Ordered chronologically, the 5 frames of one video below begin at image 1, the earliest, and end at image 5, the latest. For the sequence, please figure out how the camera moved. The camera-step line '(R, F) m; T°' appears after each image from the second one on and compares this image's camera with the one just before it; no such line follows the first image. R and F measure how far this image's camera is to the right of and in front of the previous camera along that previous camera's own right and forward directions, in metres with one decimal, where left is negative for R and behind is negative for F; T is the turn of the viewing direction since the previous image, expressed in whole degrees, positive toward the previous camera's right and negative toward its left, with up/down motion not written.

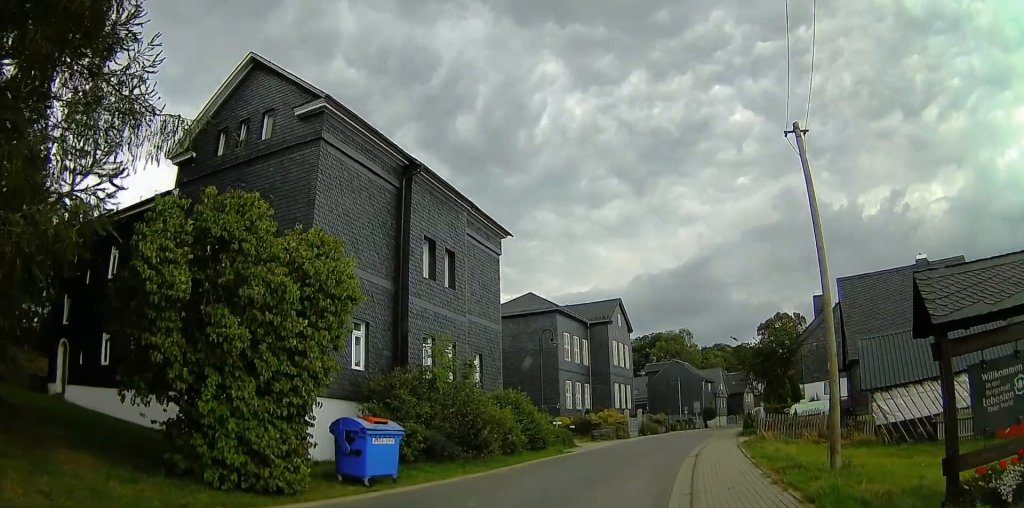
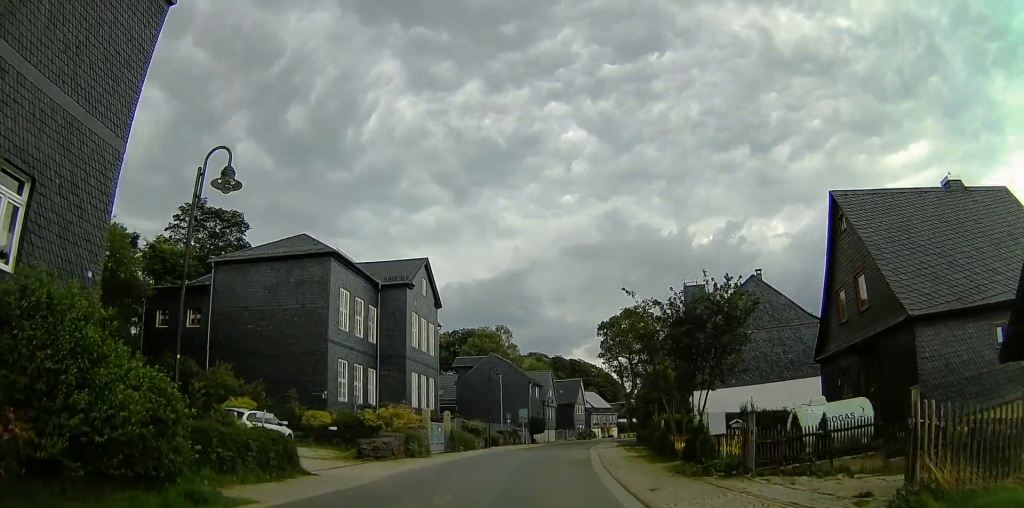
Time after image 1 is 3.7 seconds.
(-2.6, +18.8) m; +2°
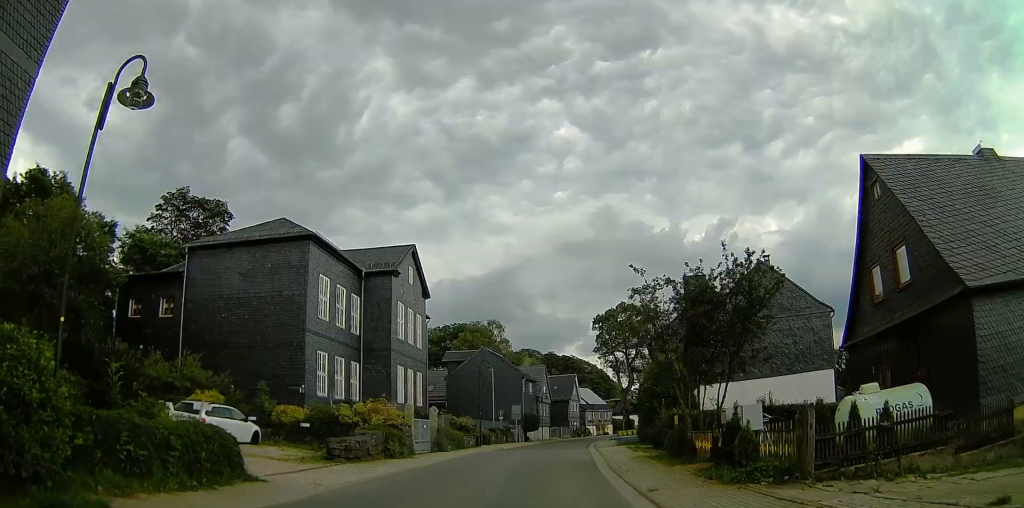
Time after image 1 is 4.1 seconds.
(0.0, +2.9) m; 0°
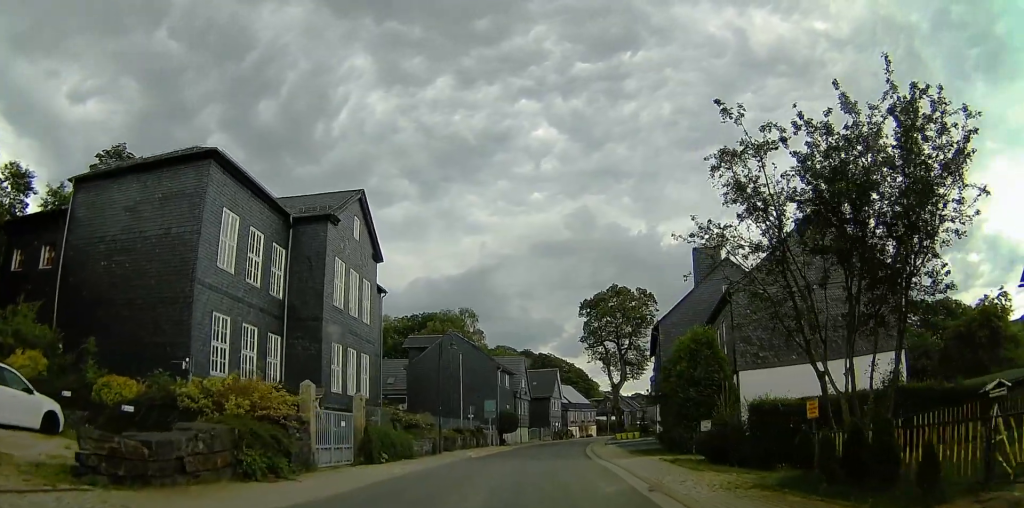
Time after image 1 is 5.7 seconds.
(0.0, +10.8) m; 0°
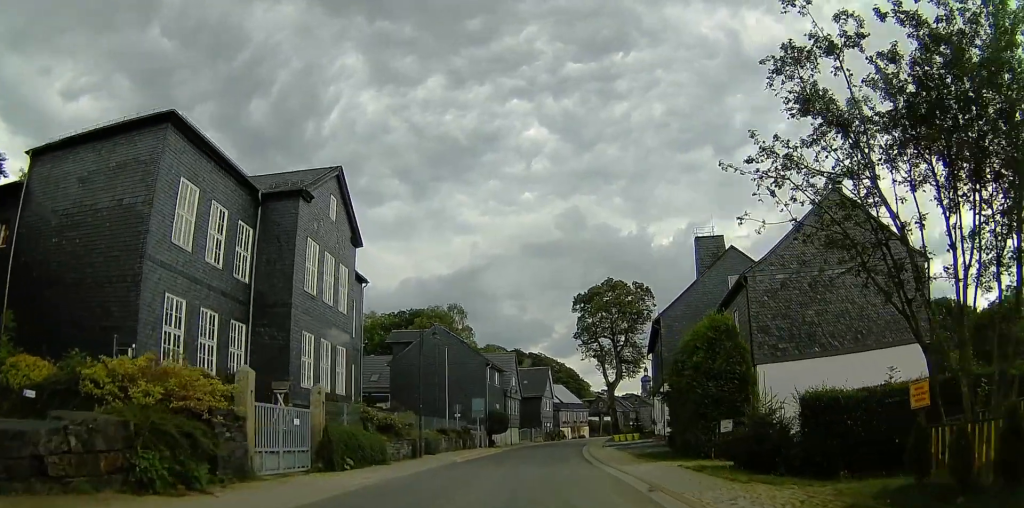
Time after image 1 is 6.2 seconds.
(0.0, +3.4) m; 0°
